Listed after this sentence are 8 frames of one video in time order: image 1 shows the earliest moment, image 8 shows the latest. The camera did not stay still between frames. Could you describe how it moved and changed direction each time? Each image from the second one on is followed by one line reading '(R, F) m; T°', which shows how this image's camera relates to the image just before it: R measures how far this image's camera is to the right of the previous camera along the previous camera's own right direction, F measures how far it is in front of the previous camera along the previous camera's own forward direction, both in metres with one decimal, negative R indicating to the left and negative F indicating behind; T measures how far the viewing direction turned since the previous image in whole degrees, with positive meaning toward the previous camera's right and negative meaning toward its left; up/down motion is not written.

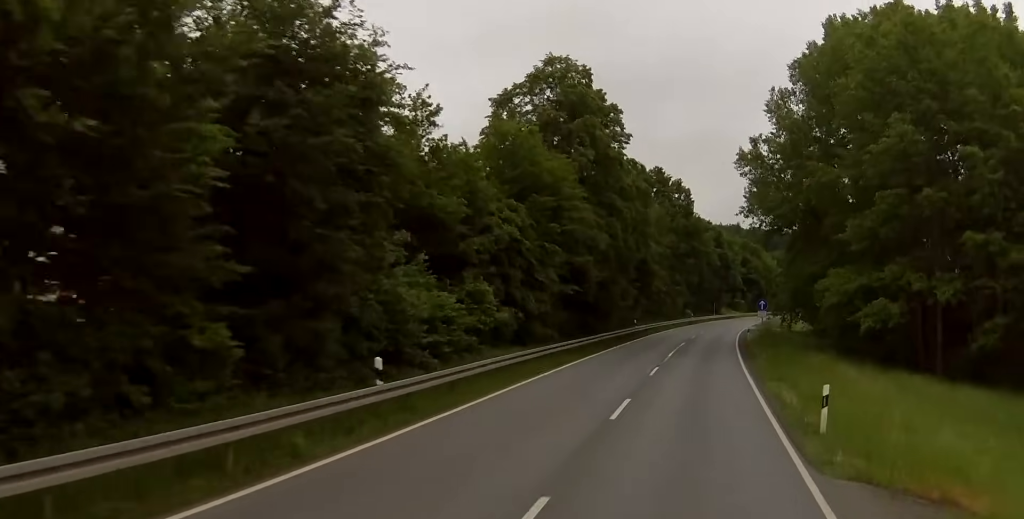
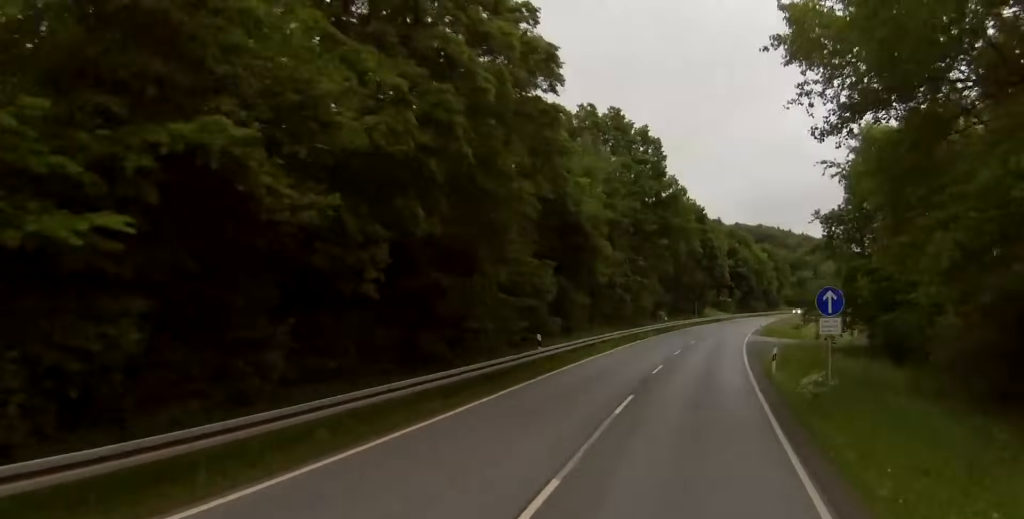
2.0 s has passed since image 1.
(+0.8, +34.4) m; +2°
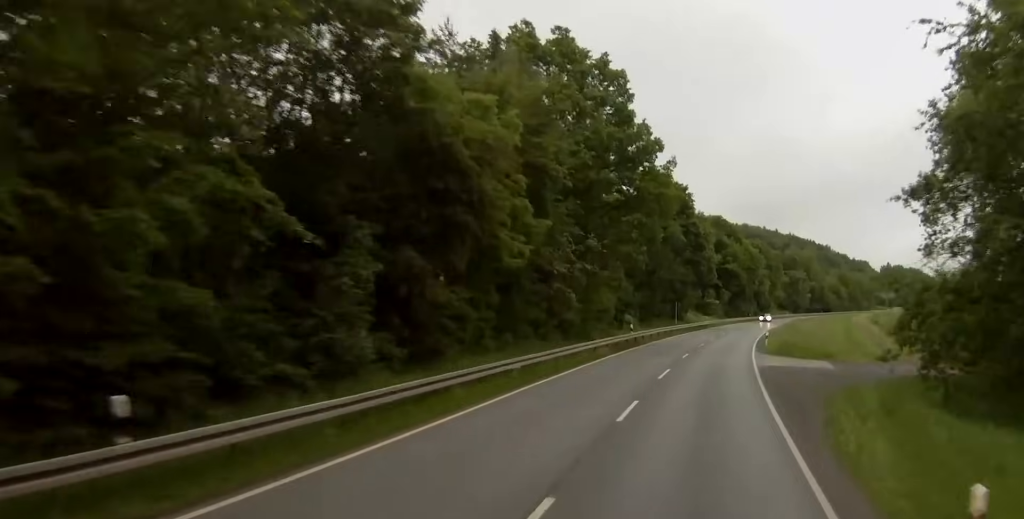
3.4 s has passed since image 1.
(-0.4, +23.2) m; 0°
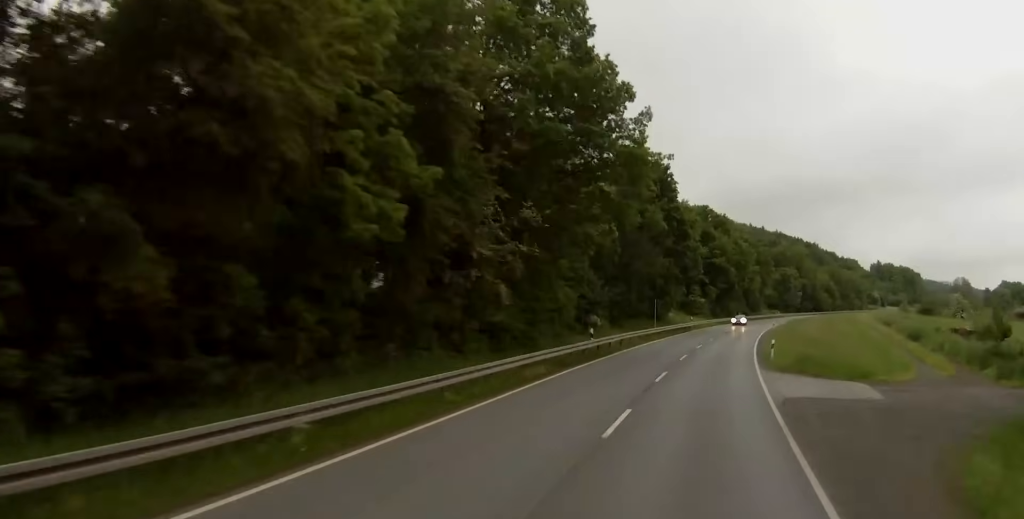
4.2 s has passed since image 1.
(+0.4, +12.5) m; +2°
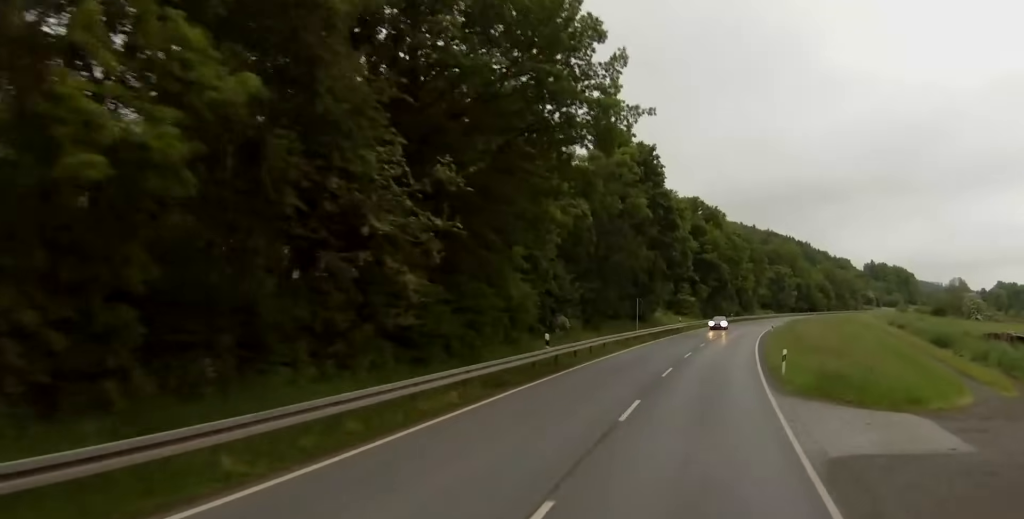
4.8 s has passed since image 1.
(+0.1, +8.7) m; +1°
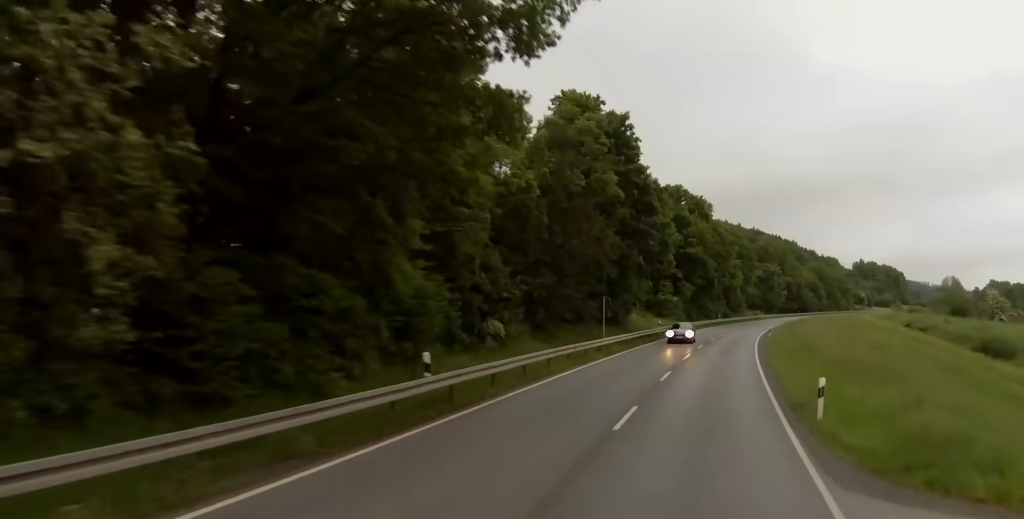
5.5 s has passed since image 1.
(+0.1, +11.3) m; +1°
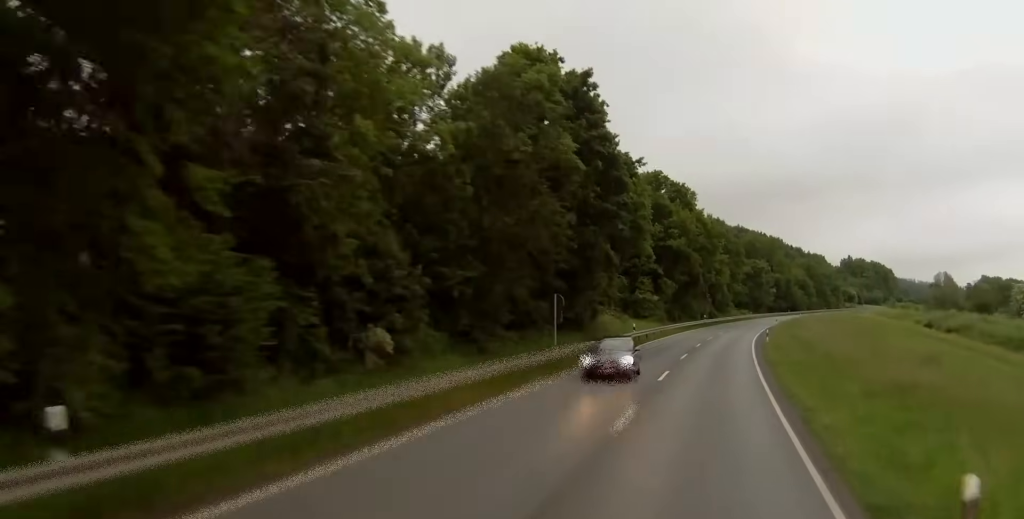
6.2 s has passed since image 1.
(+0.1, +11.1) m; 0°
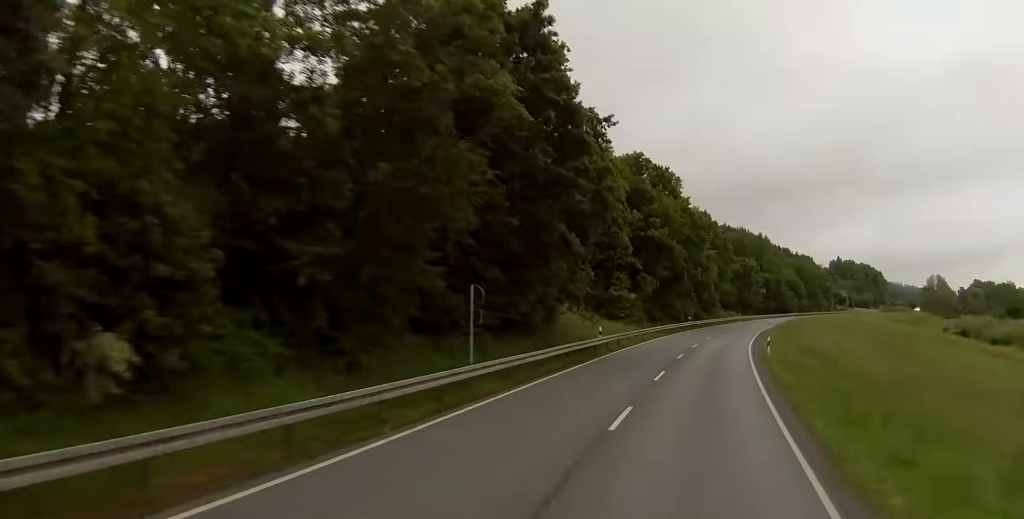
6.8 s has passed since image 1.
(0.0, +12.6) m; +1°
